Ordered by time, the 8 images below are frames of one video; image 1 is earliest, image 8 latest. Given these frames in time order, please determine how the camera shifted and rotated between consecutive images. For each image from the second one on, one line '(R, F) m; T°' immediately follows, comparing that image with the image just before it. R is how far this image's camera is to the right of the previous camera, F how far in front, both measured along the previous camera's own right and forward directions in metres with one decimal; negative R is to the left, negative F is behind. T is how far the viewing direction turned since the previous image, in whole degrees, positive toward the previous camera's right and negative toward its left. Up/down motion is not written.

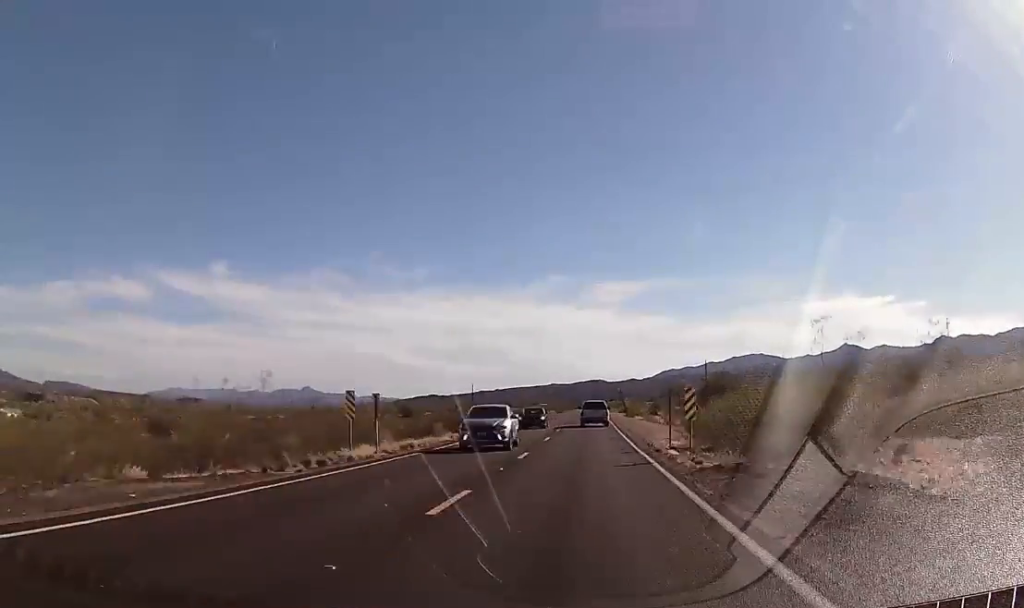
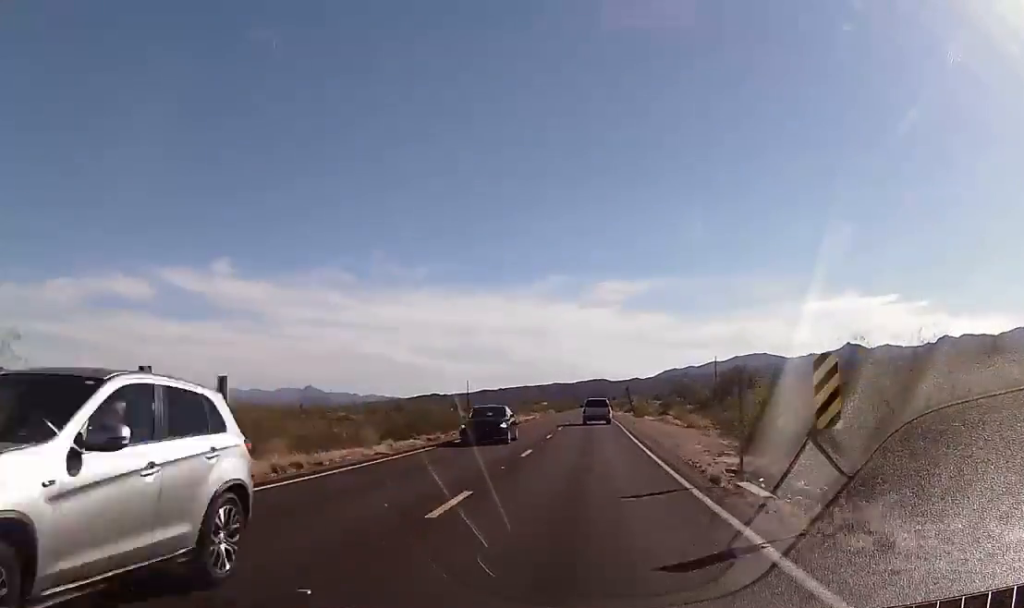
(+0.2, +12.3) m; 0°
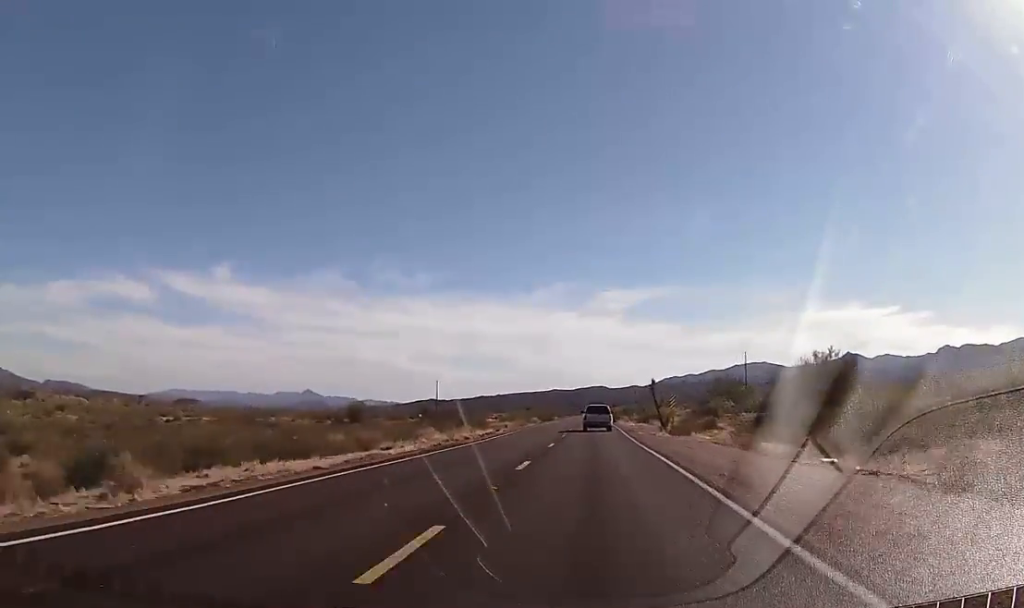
(-0.6, +39.4) m; -1°
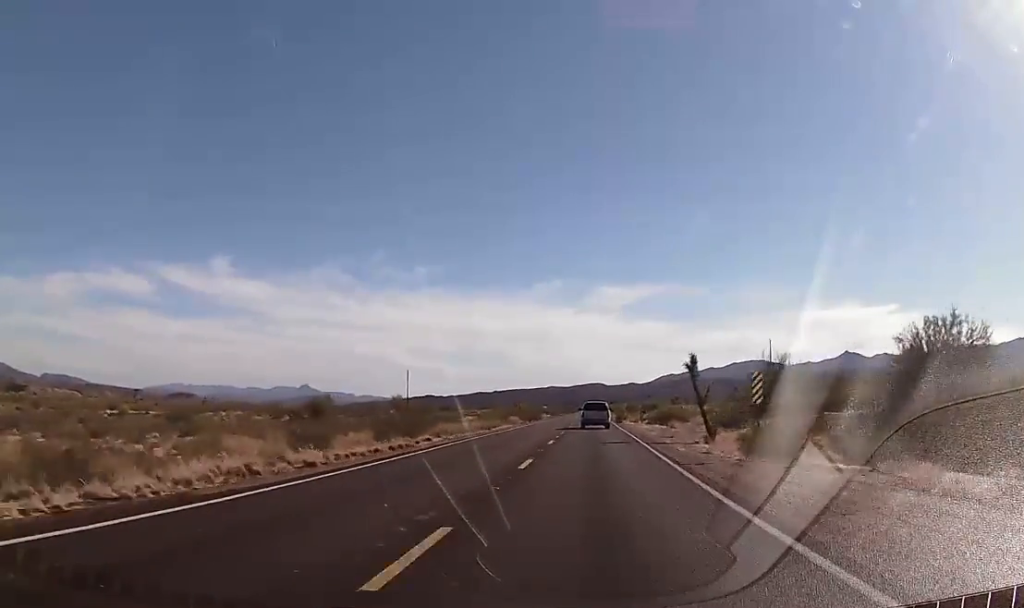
(0.0, +24.3) m; 0°
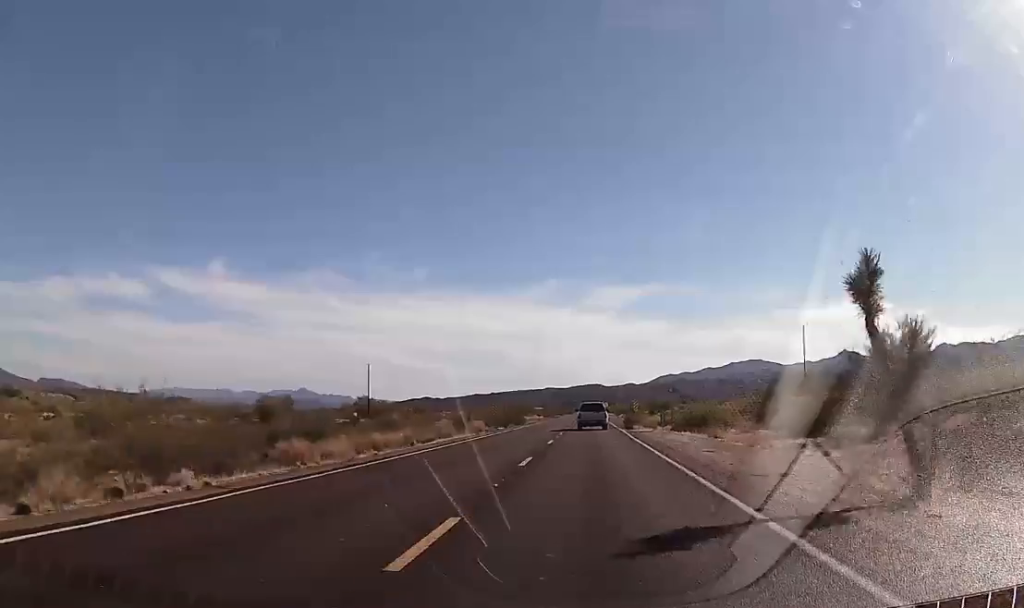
(0.0, +23.4) m; 0°
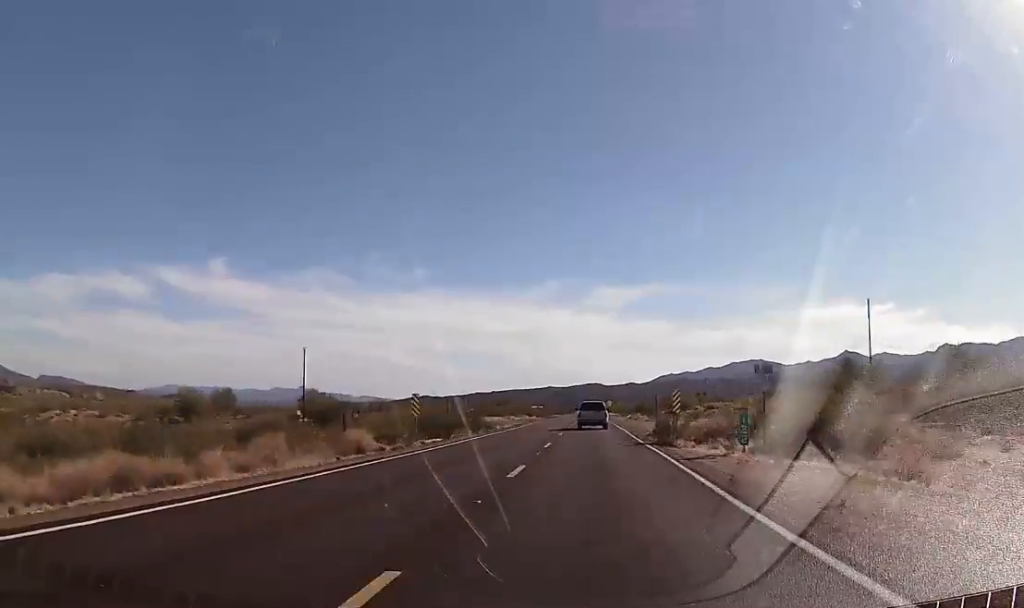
(0.0, +27.5) m; +1°
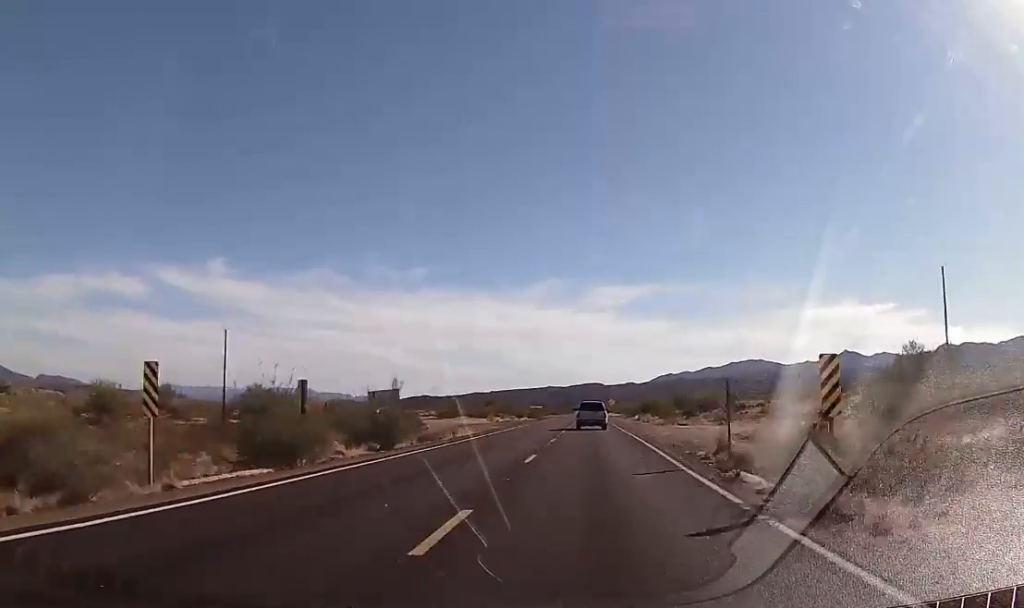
(+0.3, +20.6) m; 0°
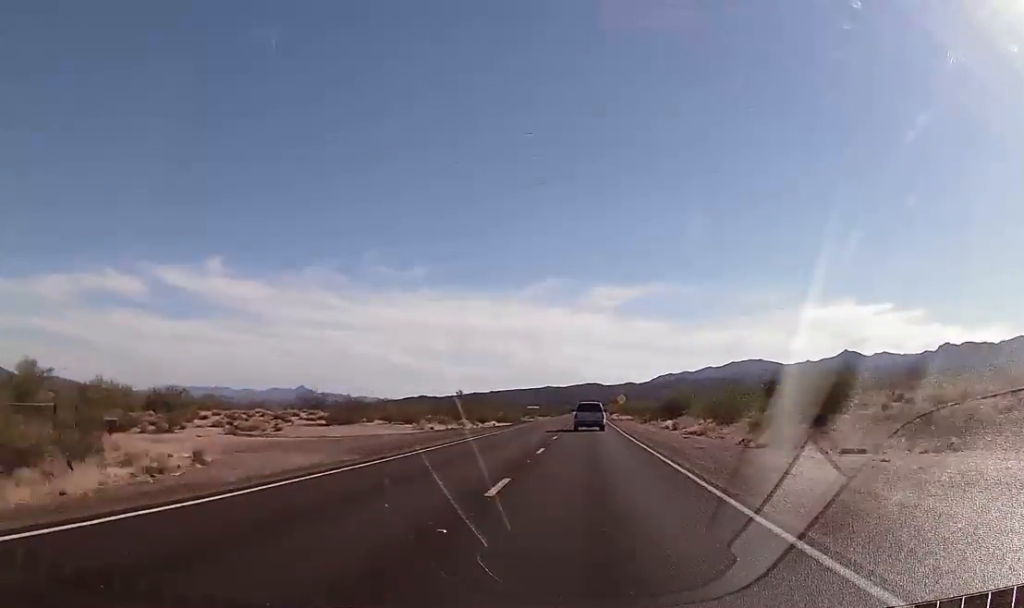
(-0.3, +43.8) m; -1°
